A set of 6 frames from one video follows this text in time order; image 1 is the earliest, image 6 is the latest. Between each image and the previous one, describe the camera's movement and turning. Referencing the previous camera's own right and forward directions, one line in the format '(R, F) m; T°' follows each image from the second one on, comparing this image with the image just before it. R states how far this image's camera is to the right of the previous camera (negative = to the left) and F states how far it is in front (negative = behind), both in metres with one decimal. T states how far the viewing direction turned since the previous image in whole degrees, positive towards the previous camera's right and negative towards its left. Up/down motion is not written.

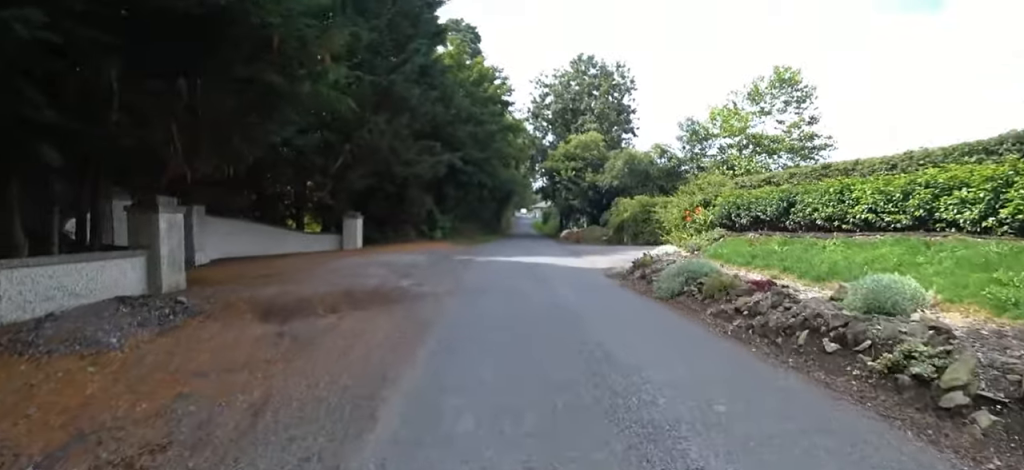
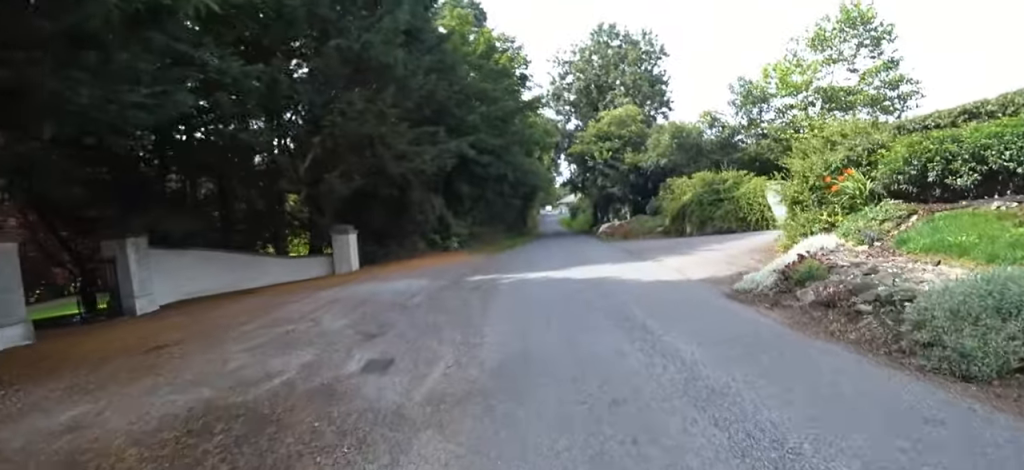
(-0.6, +4.7) m; -1°
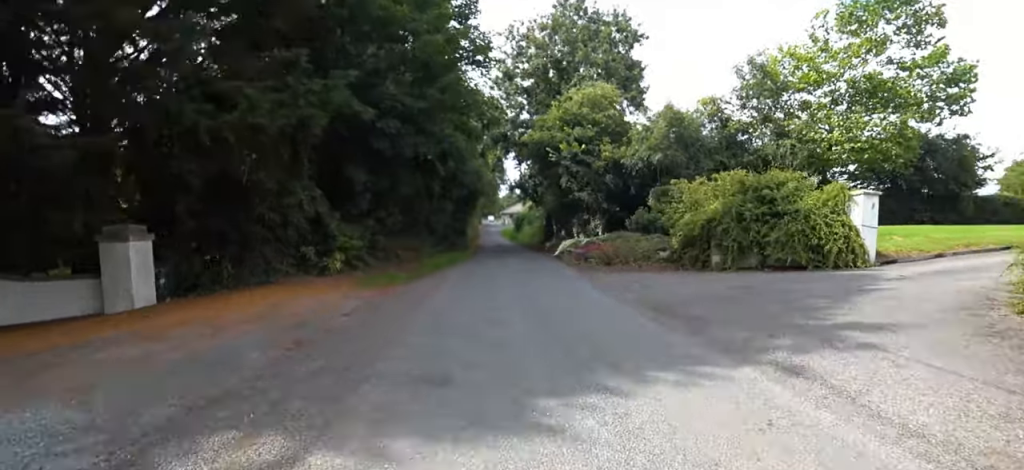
(+0.1, +7.4) m; 0°
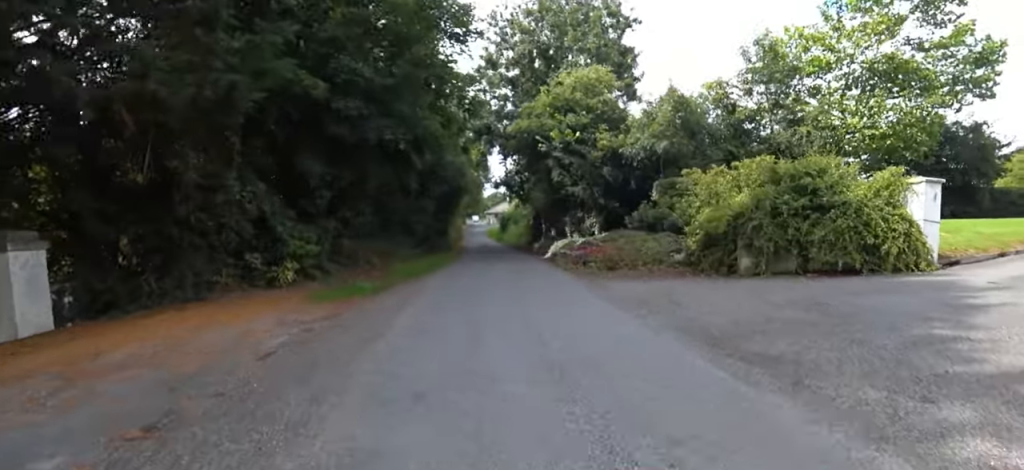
(+0.1, +2.1) m; 0°
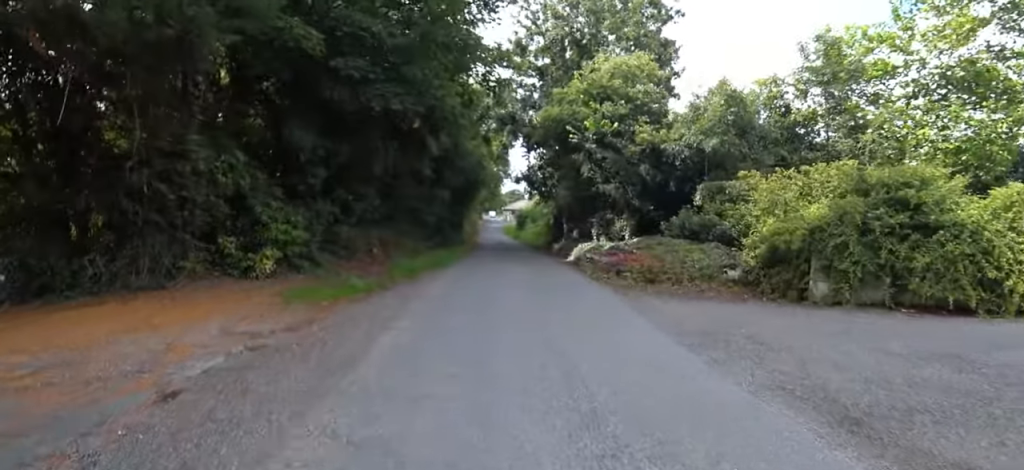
(+0.3, +1.8) m; 0°
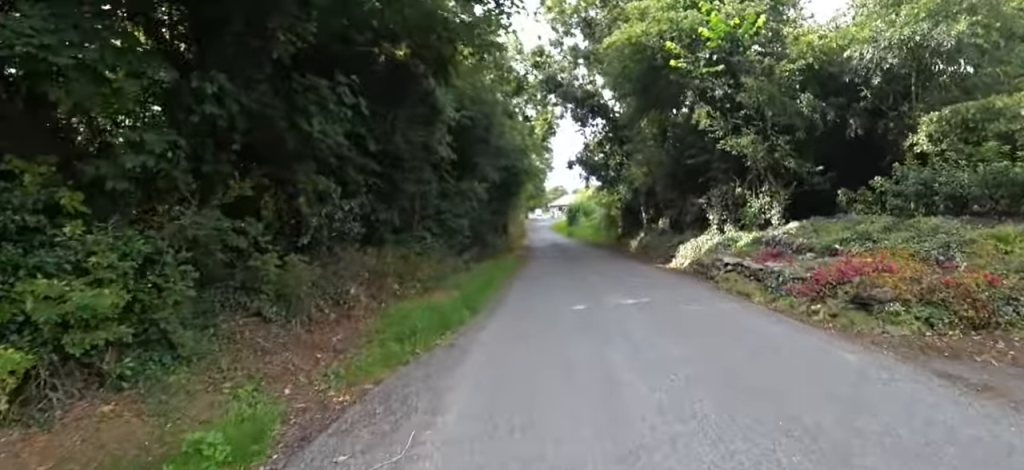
(-0.5, +6.2) m; -3°
